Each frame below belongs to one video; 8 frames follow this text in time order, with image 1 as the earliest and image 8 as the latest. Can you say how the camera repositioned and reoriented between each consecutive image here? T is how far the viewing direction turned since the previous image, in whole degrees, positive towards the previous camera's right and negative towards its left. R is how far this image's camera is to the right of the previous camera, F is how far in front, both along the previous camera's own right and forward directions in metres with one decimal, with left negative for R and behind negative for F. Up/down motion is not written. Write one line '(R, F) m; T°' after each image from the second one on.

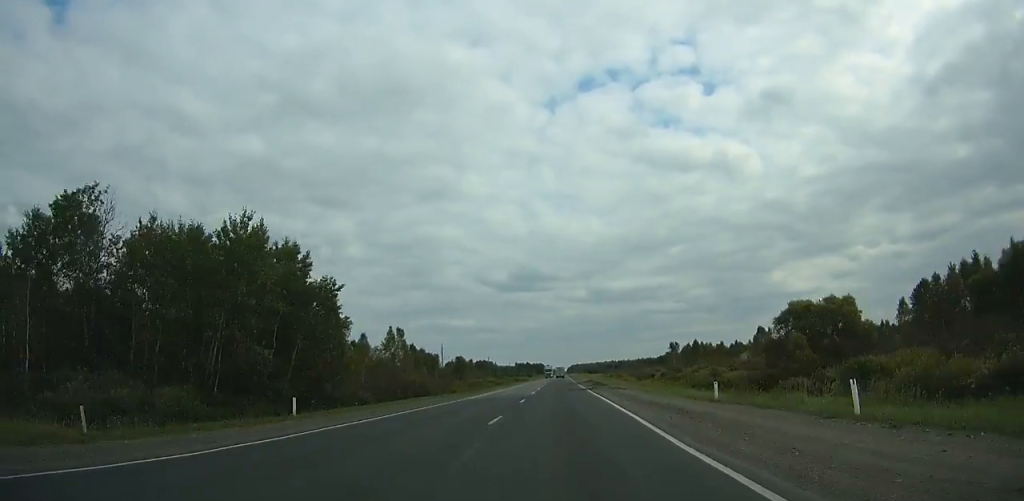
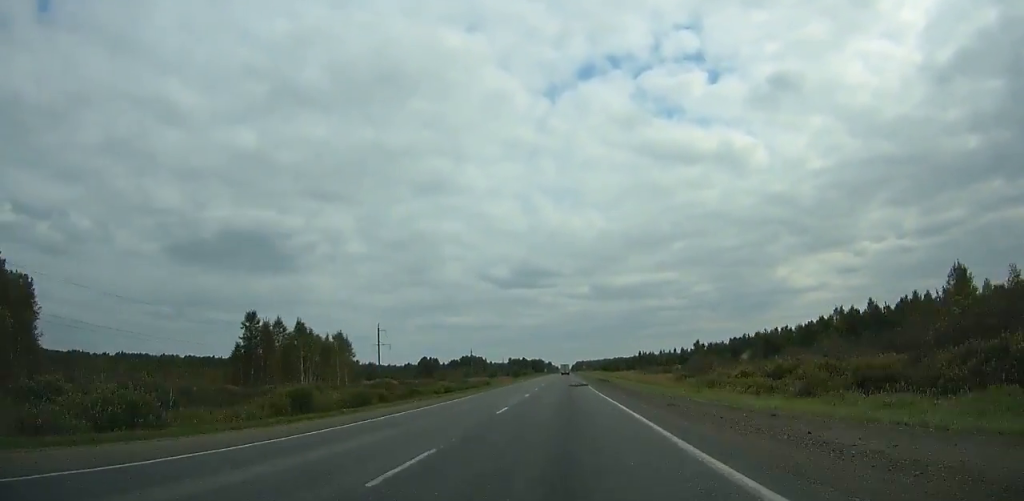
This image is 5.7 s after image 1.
(+0.2, +127.7) m; 0°
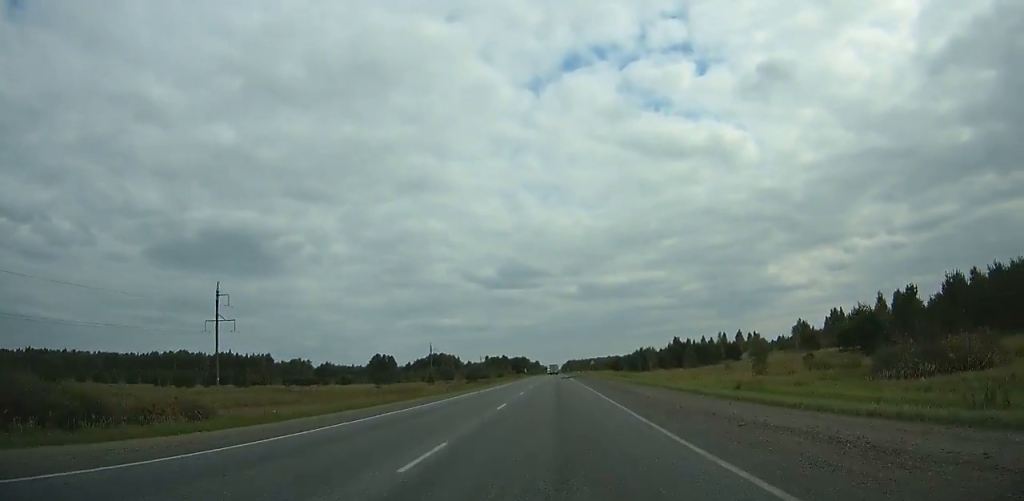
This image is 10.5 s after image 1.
(-0.2, +106.6) m; 0°
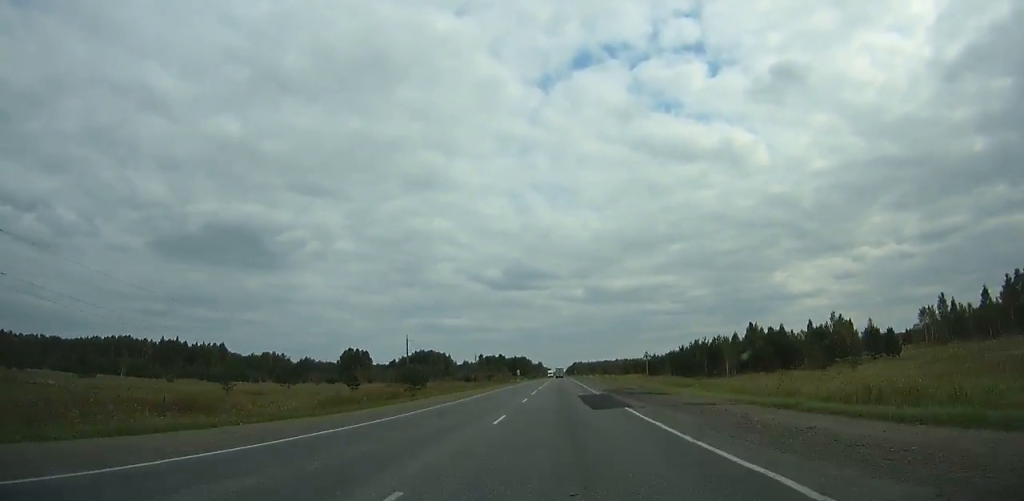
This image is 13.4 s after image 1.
(+0.1, +64.3) m; 0°
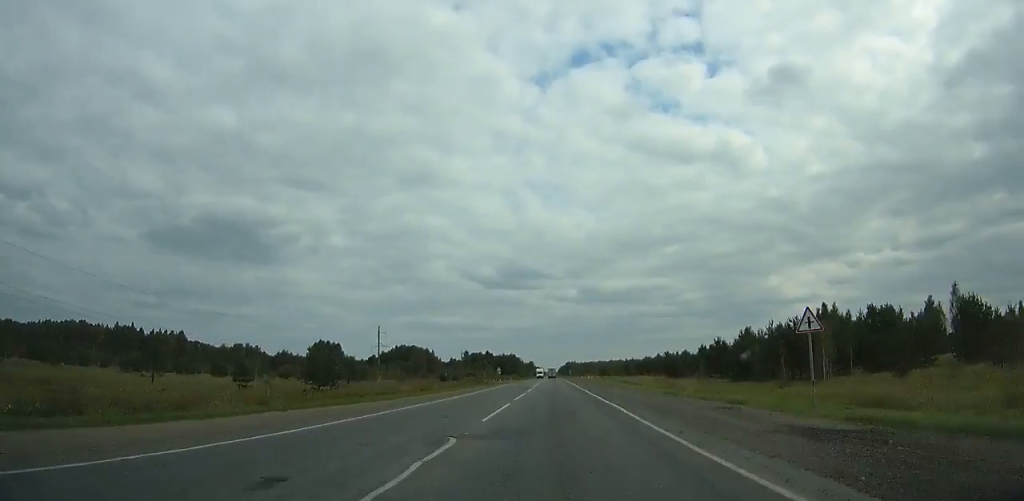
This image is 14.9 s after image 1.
(+0.1, +33.4) m; 0°
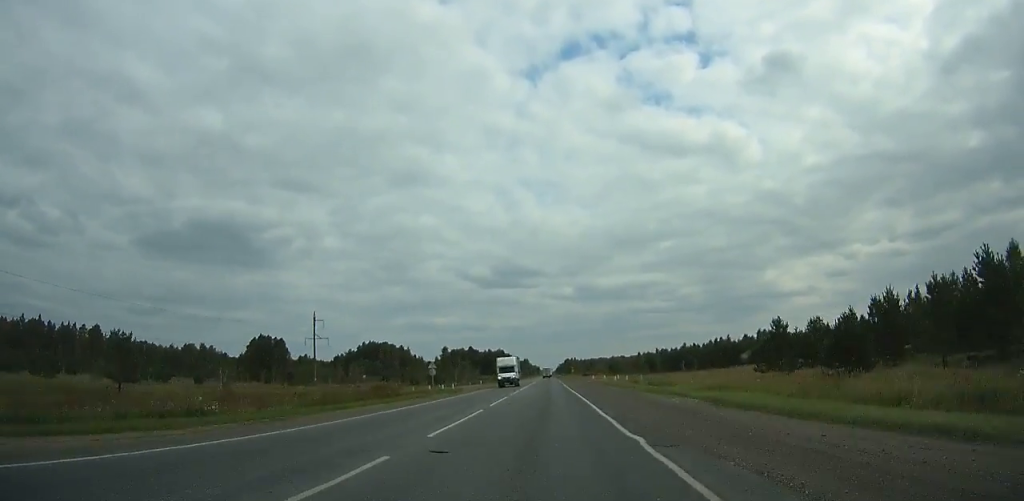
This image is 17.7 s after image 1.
(+0.1, +62.4) m; 0°
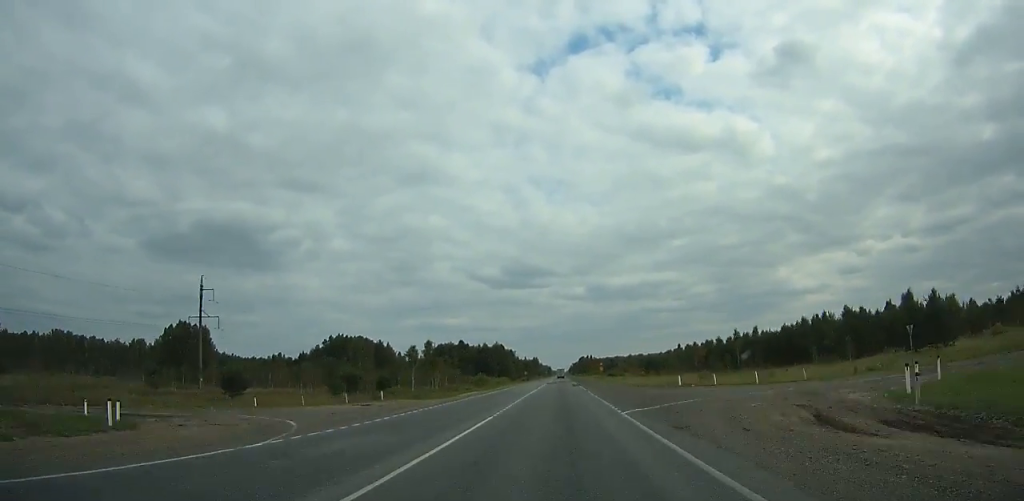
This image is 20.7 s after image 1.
(-0.1, +67.0) m; 0°
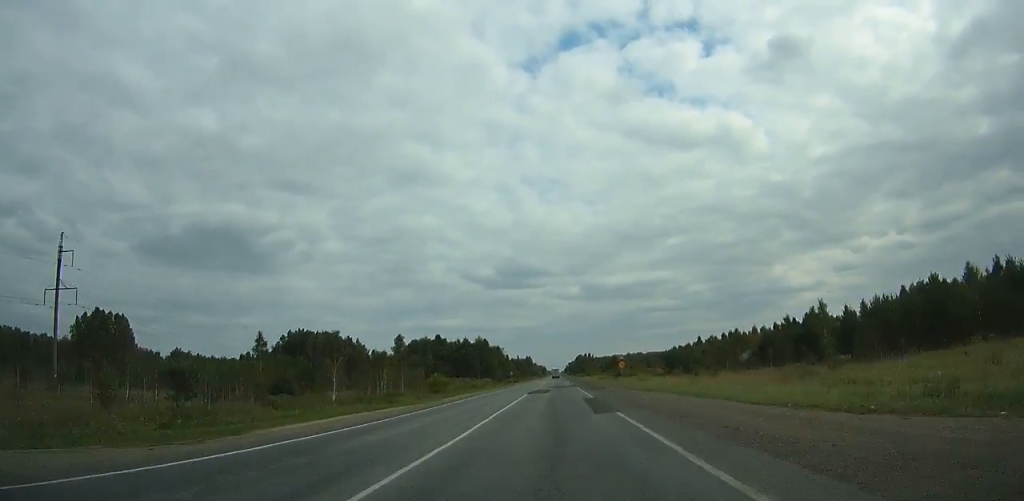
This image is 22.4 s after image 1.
(-0.2, +38.0) m; 0°
